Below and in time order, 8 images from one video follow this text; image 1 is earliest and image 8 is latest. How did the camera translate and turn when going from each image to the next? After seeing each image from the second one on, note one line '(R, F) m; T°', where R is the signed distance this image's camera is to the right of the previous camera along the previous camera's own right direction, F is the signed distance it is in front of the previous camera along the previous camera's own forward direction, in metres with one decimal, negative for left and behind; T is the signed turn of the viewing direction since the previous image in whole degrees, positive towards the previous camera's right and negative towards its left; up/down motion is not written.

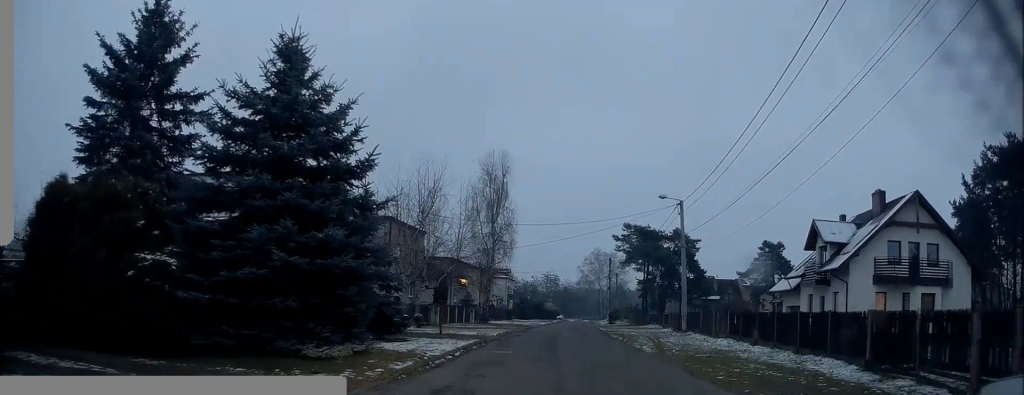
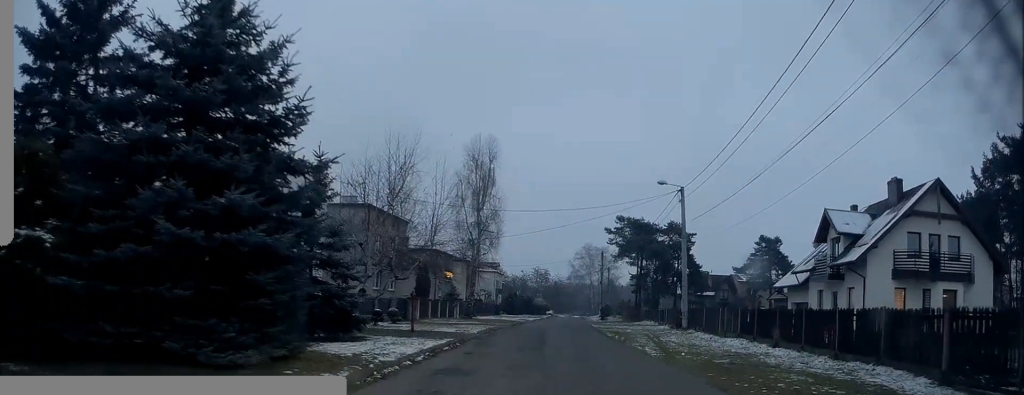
(+0.5, +3.2) m; +1°
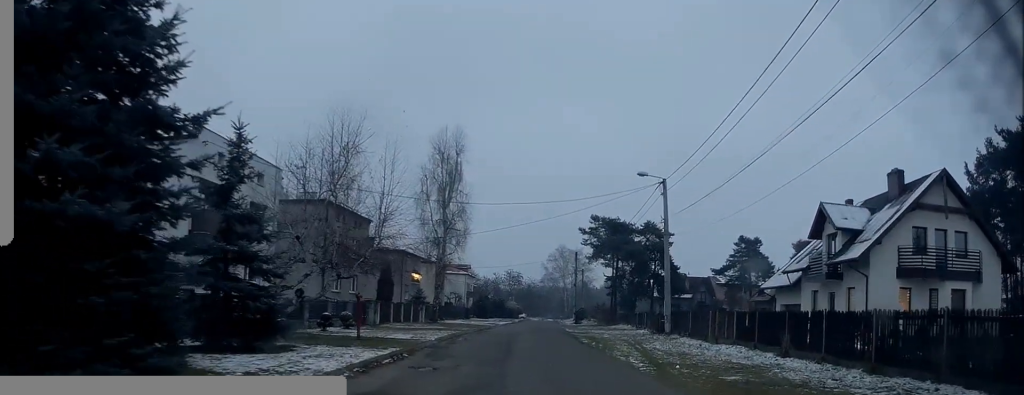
(-0.4, +3.3) m; -1°
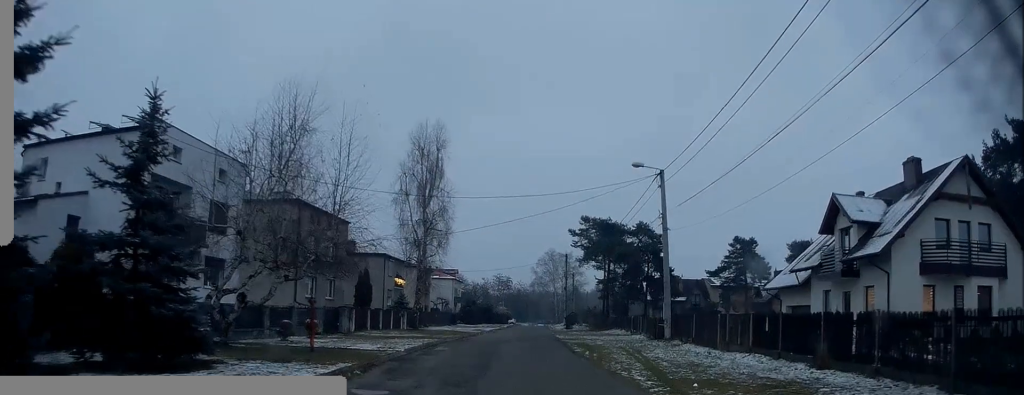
(+0.3, +3.3) m; -1°
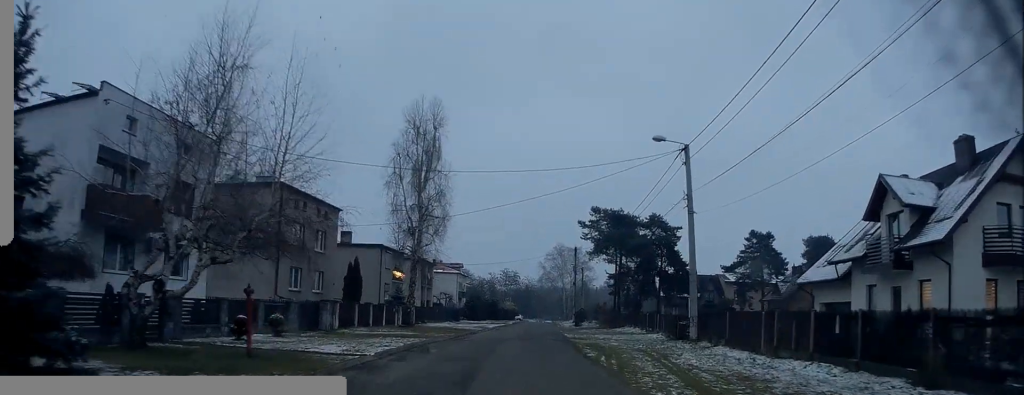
(-0.4, +4.0) m; -1°
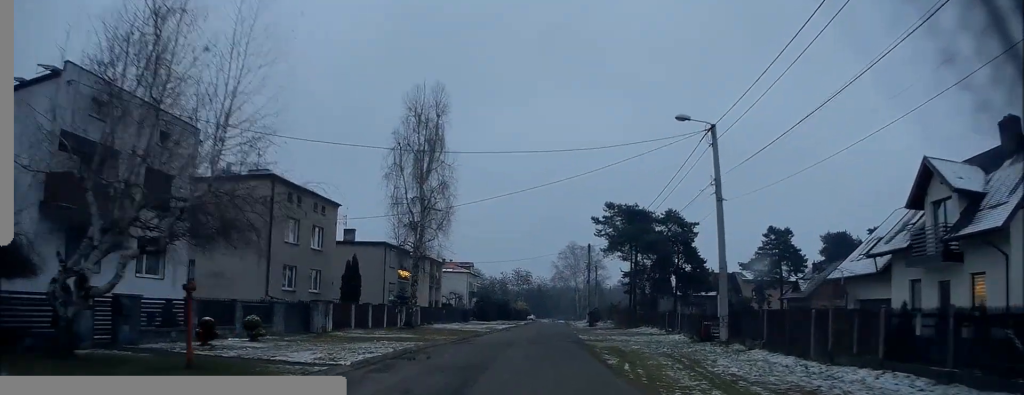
(+0.2, +2.7) m; 0°
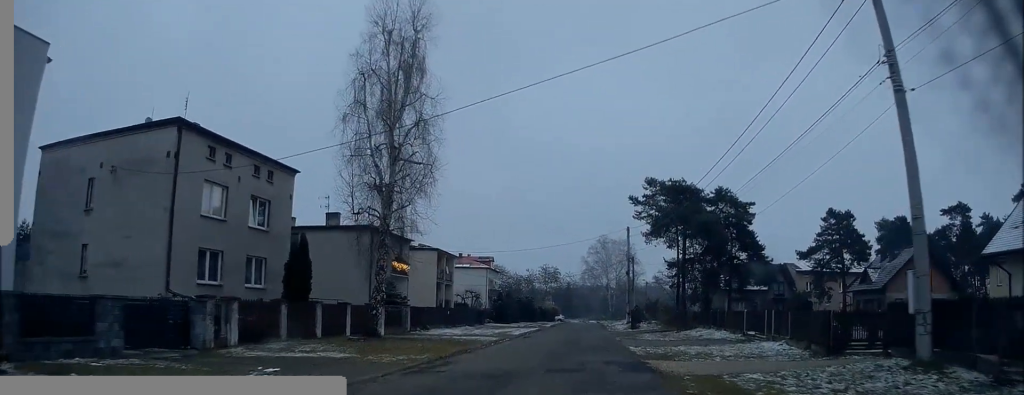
(+0.1, +11.6) m; 0°
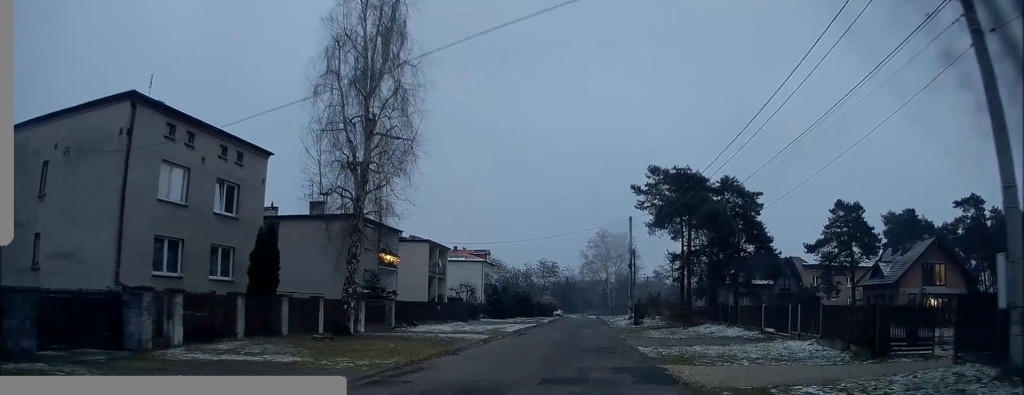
(-0.3, +3.1) m; 0°
